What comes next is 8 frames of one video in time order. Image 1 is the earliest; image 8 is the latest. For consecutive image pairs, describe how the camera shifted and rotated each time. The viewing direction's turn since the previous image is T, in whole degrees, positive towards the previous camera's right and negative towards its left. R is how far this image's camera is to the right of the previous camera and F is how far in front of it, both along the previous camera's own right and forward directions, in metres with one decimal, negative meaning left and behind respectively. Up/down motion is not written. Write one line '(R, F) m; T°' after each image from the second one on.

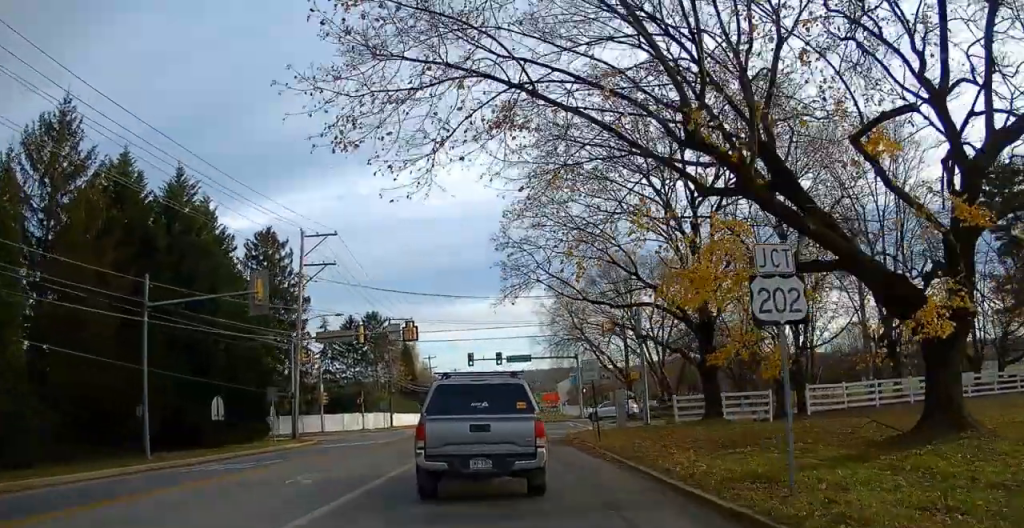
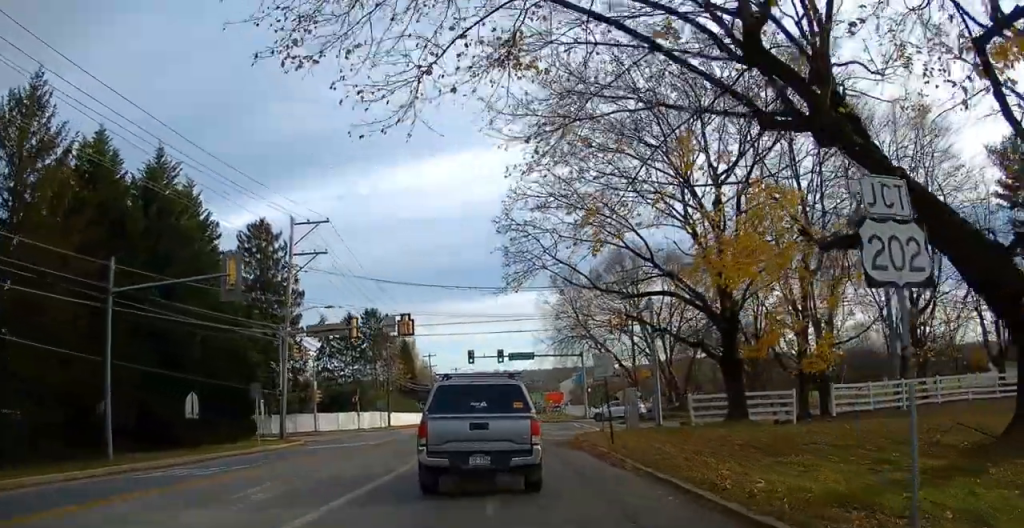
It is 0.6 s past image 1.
(0.0, +2.6) m; -1°
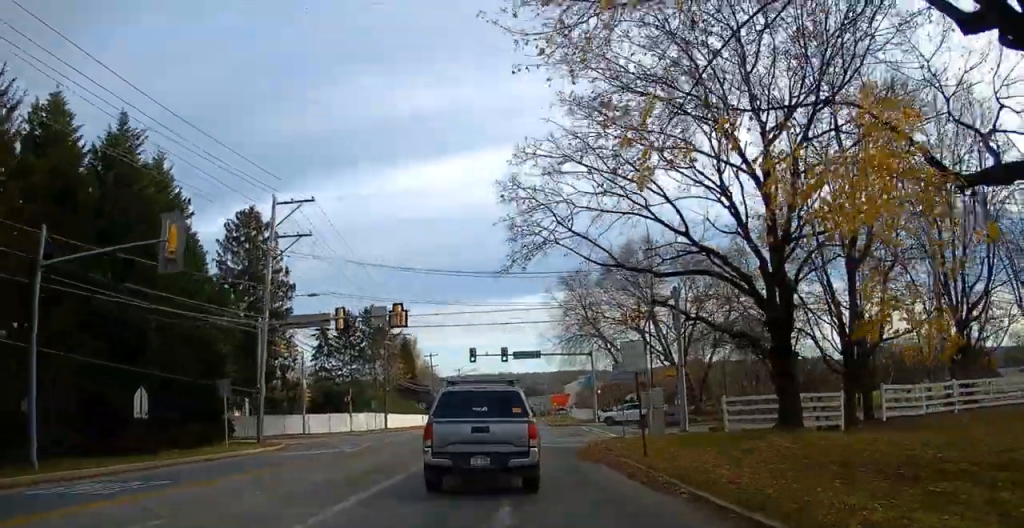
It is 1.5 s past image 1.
(0.0, +3.8) m; -1°
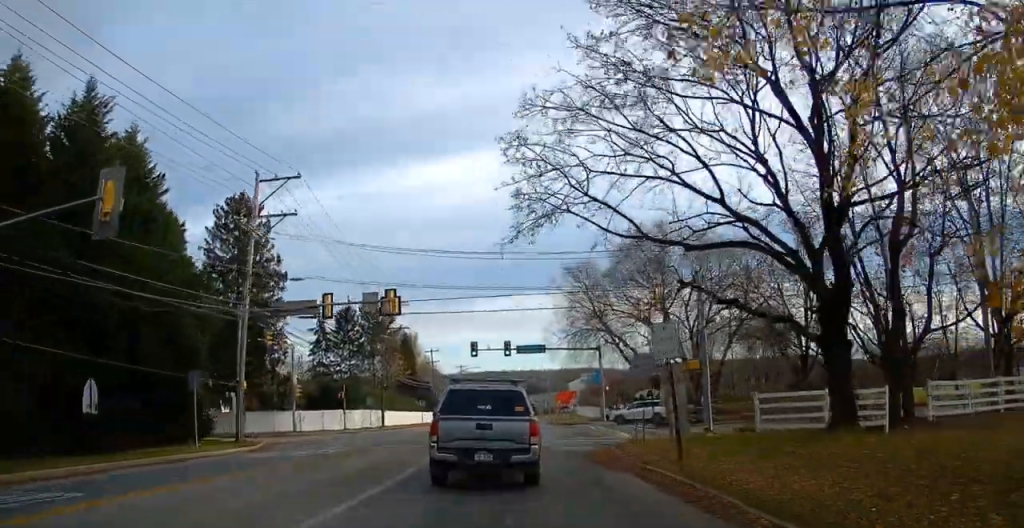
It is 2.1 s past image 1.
(0.0, +3.0) m; -1°
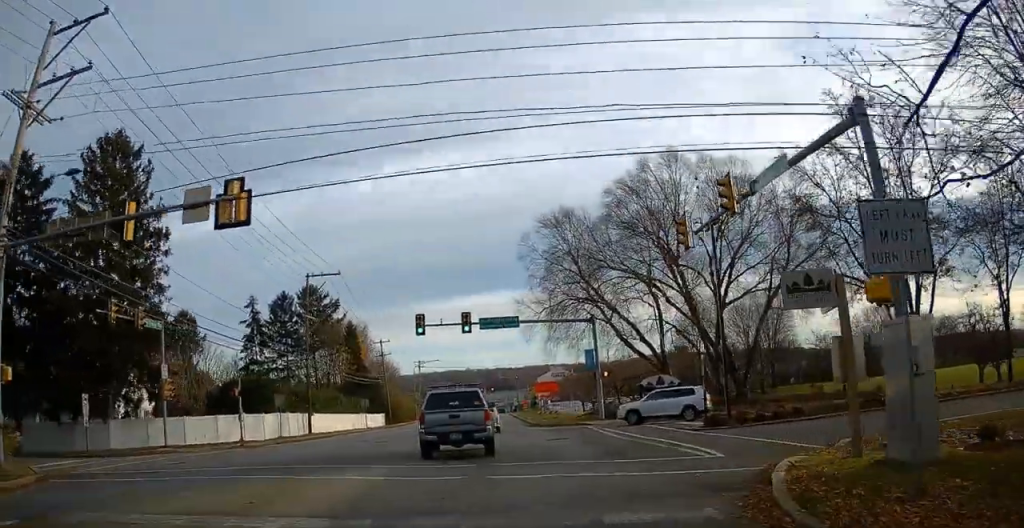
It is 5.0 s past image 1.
(+0.7, +15.3) m; +13°
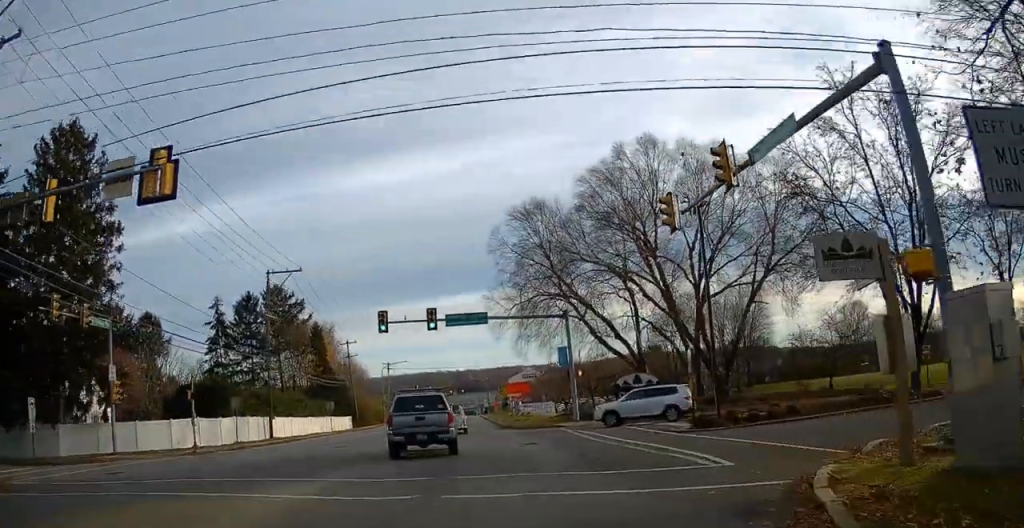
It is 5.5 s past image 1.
(+0.1, +2.4) m; +2°
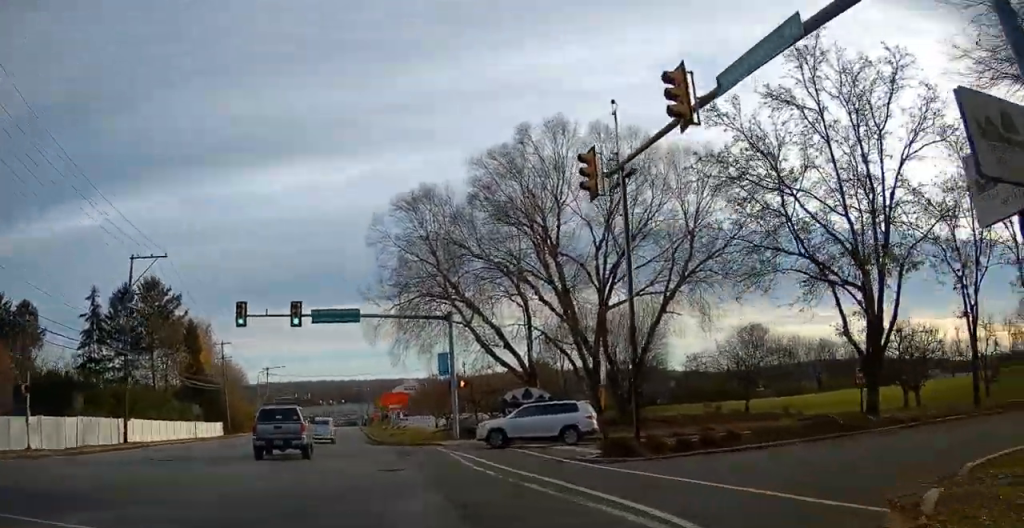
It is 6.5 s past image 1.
(+0.2, +5.2) m; +5°
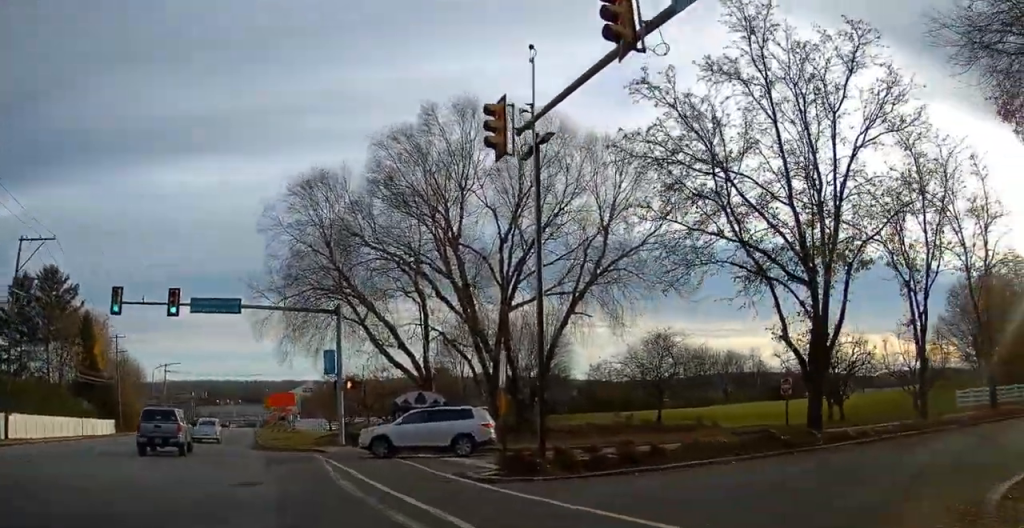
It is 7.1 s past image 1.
(0.0, +3.1) m; +5°
